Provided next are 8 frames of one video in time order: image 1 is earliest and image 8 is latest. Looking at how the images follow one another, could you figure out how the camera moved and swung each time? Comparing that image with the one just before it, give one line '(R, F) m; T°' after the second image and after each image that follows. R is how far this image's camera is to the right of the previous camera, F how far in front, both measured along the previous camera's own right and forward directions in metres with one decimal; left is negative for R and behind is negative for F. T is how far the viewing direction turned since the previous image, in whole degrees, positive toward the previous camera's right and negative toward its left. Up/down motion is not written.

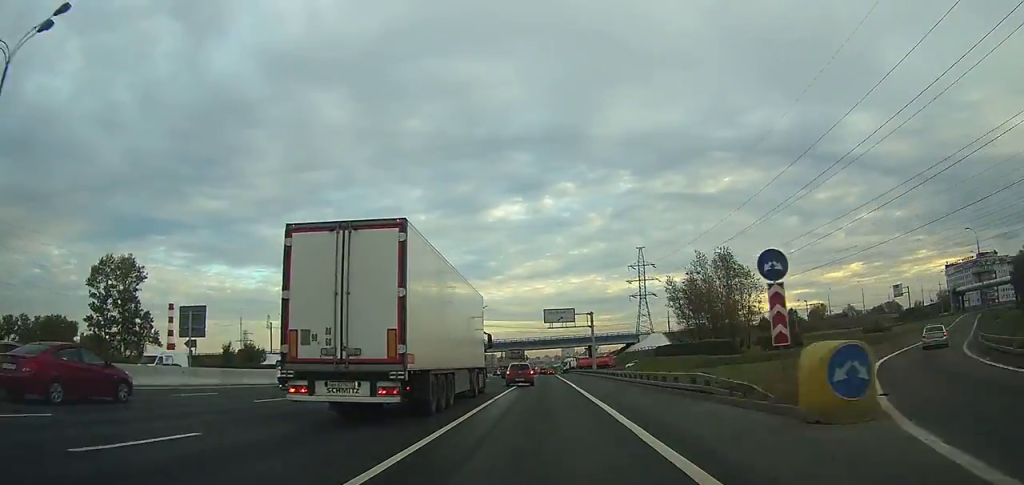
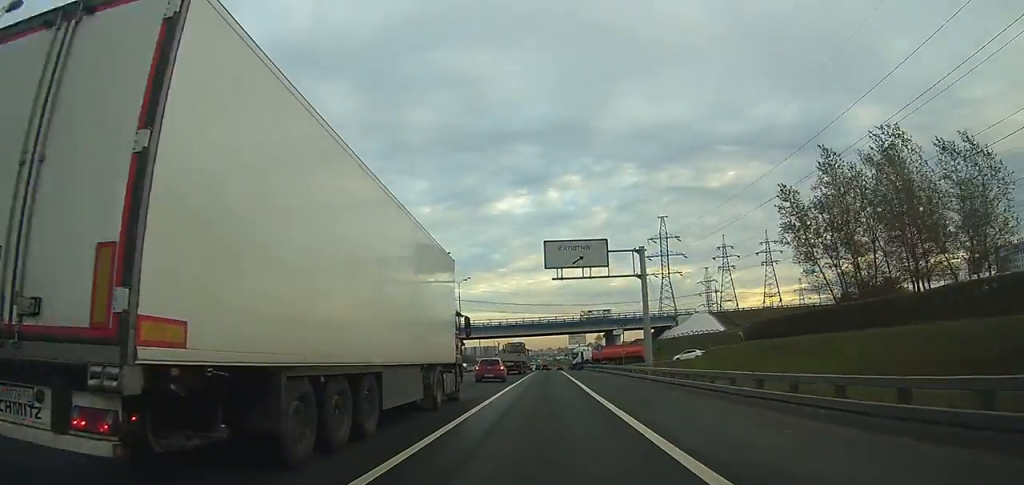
(-0.2, +48.3) m; 0°
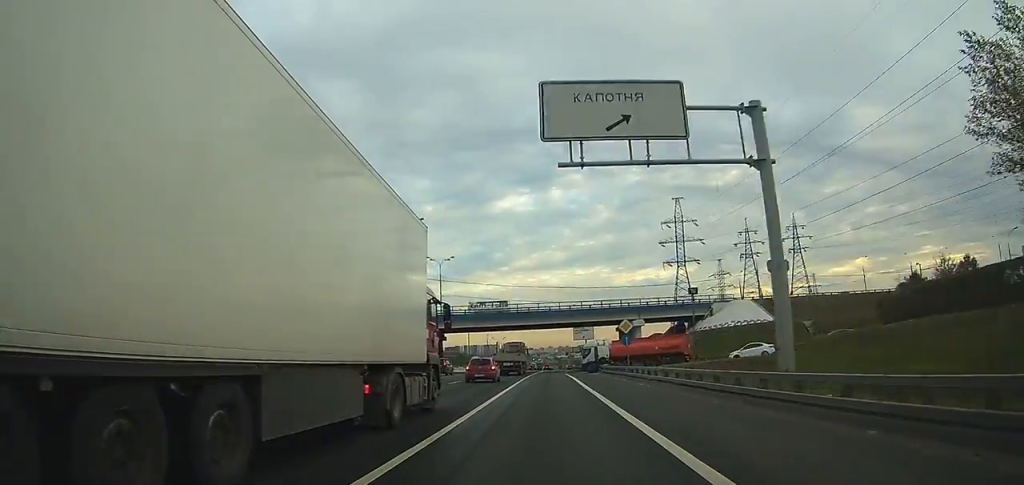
(0.0, +25.1) m; 0°
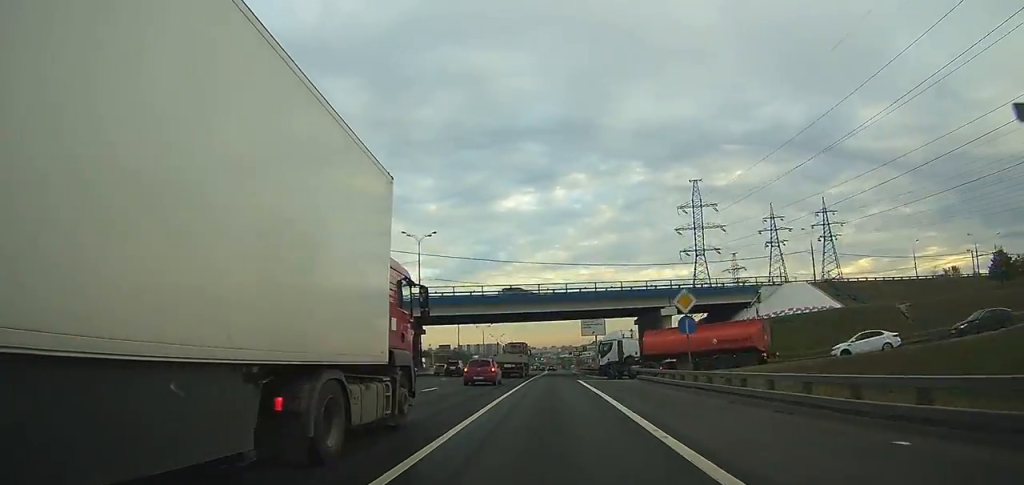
(-0.1, +19.2) m; 0°
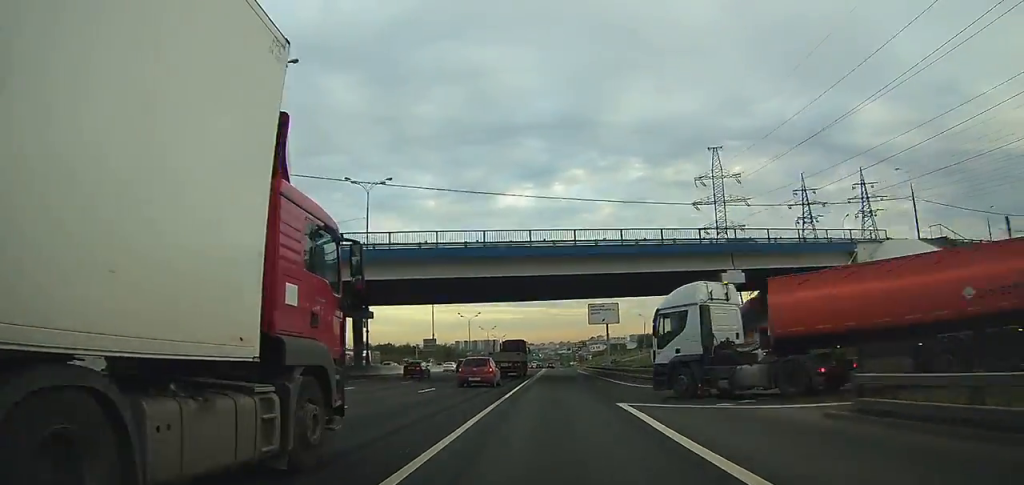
(0.0, +23.3) m; 0°
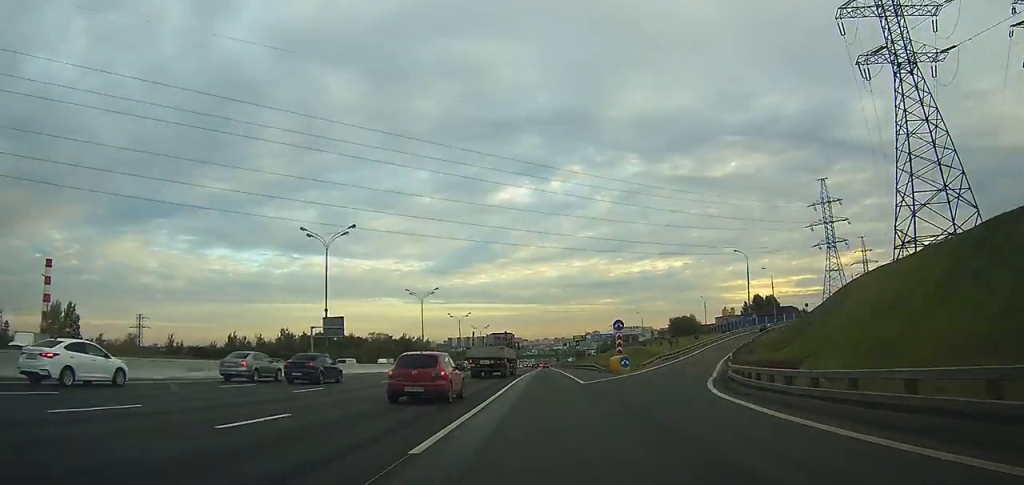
(+0.4, +79.9) m; +1°
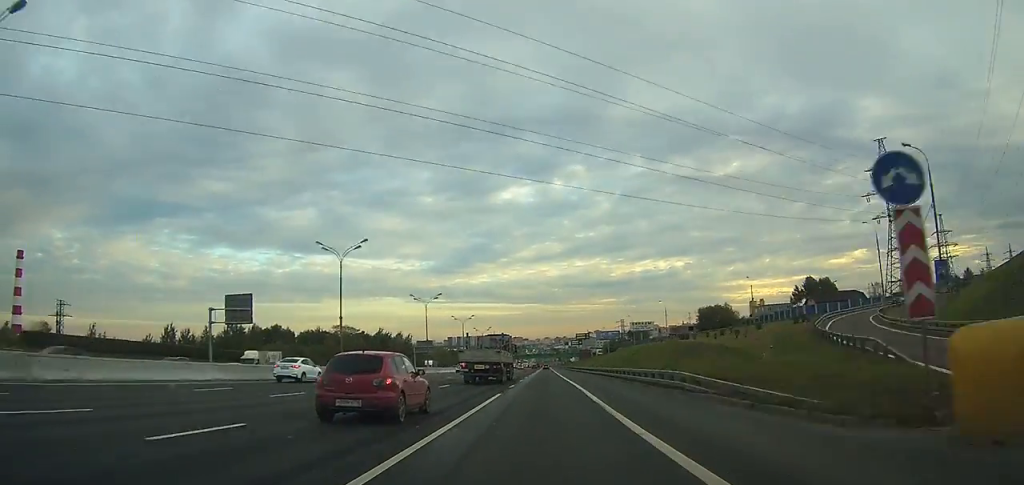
(+0.1, +34.7) m; 0°
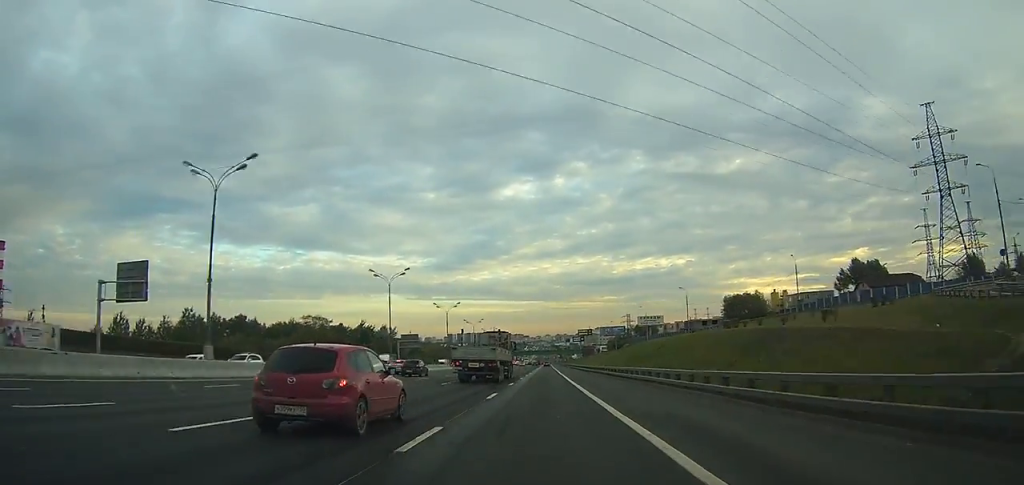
(0.0, +22.5) m; 0°
